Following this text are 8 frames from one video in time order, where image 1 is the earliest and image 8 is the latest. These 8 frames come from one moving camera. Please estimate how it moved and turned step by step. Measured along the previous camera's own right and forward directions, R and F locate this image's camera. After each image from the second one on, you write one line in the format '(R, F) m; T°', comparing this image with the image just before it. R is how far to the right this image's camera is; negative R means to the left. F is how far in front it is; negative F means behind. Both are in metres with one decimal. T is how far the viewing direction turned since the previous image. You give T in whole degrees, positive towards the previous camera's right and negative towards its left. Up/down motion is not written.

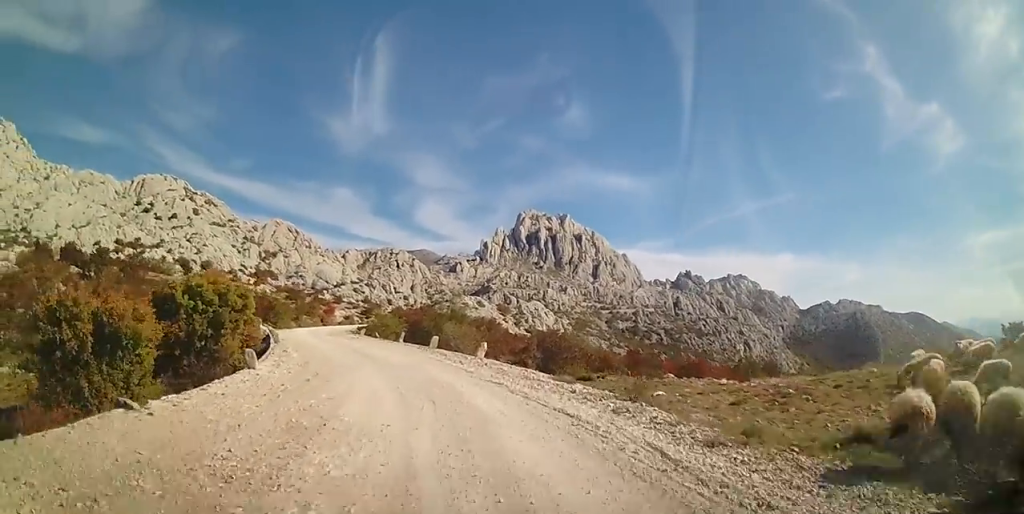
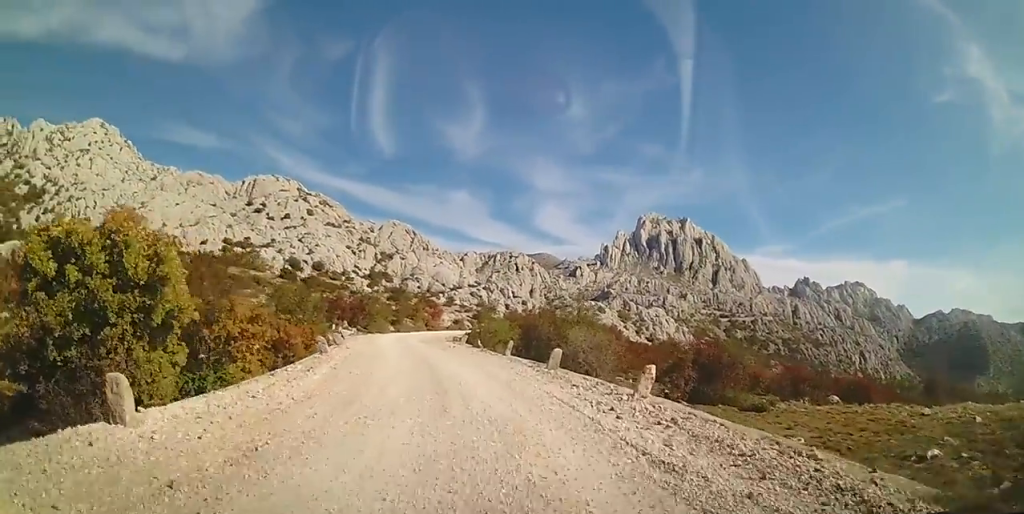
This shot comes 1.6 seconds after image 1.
(-0.6, +8.8) m; -11°
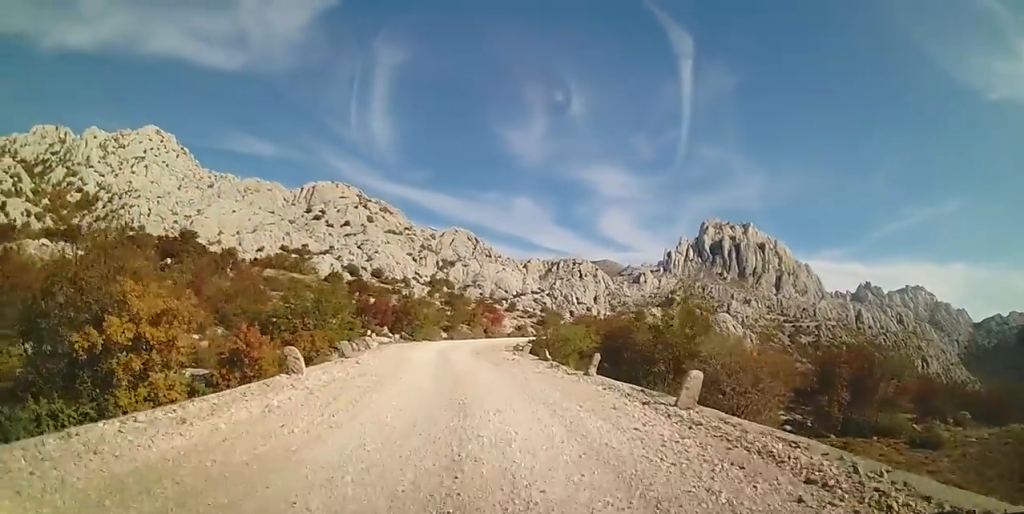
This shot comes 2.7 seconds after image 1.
(-0.6, +7.5) m; -9°
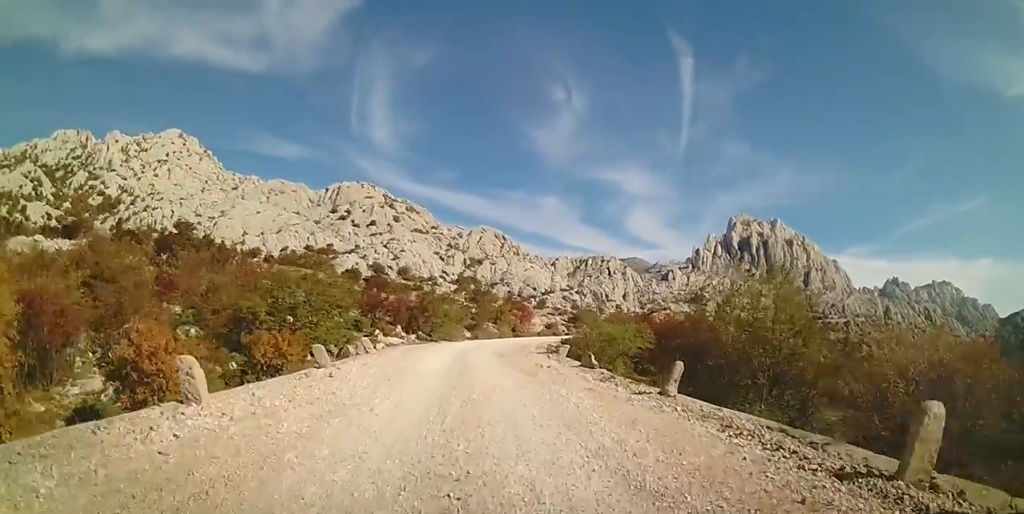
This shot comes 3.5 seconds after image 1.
(-0.3, +5.4) m; -4°
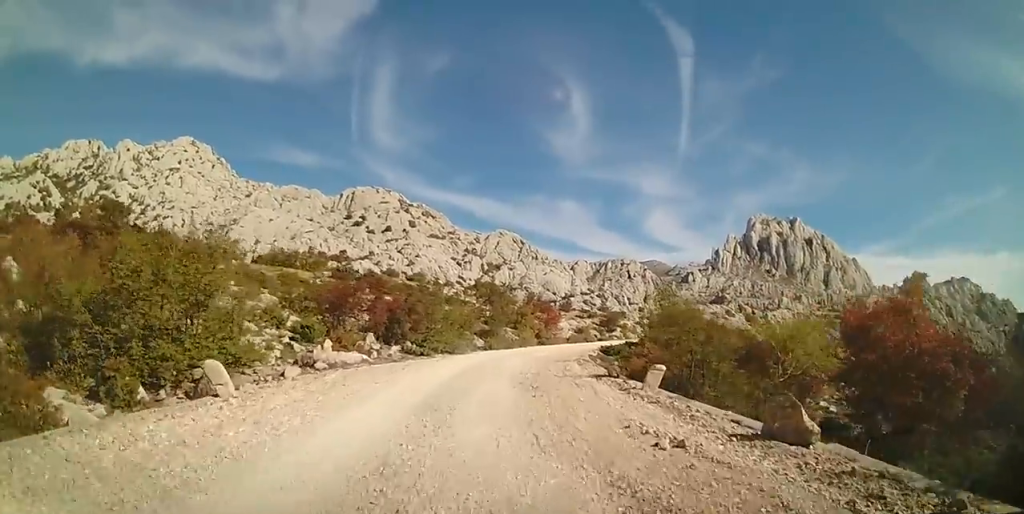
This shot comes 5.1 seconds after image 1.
(-0.4, +12.3) m; 0°
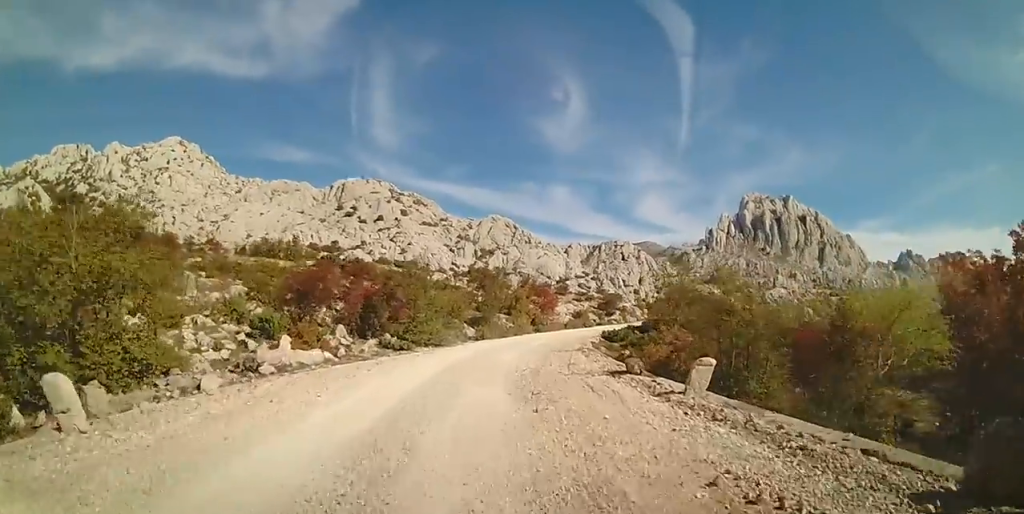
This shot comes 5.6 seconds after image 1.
(+0.1, +3.4) m; +1°
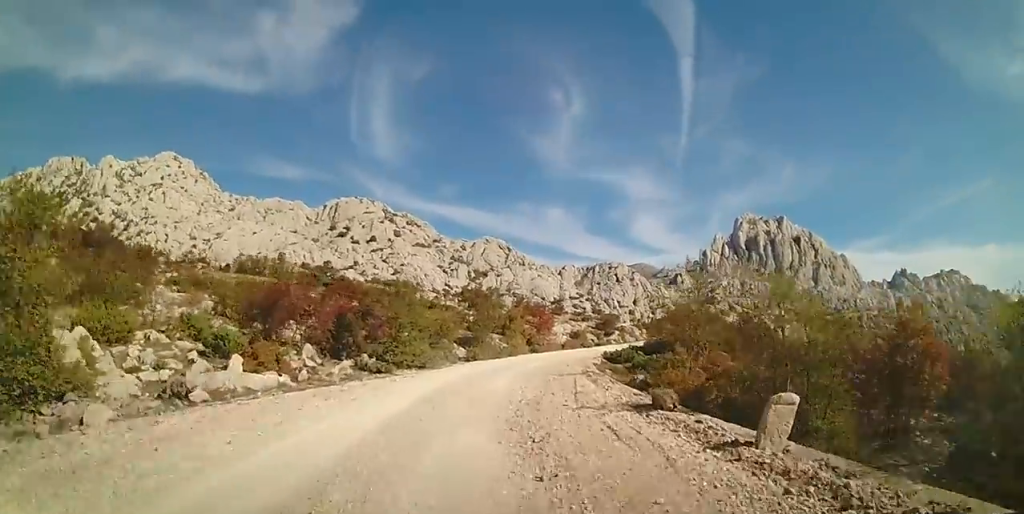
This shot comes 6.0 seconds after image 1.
(0.0, +2.9) m; +1°
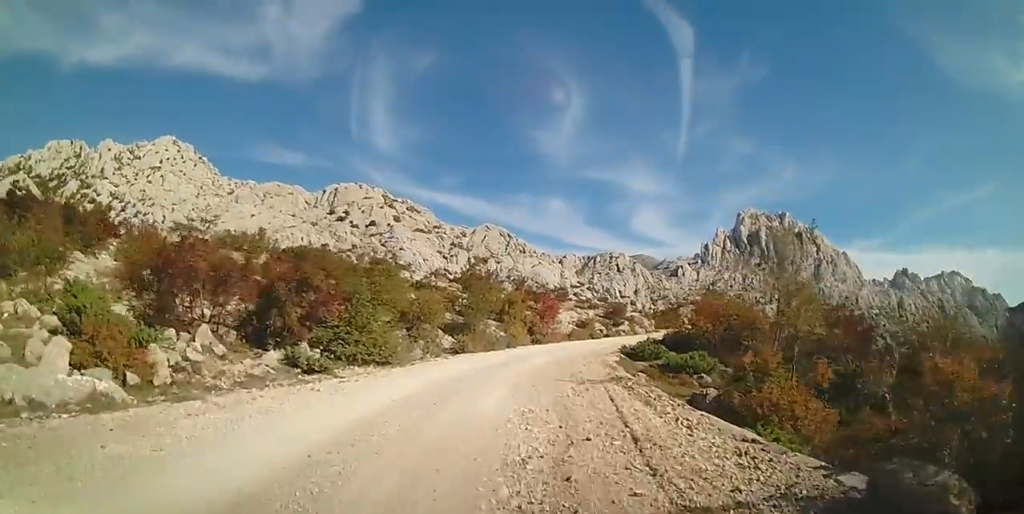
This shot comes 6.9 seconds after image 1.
(0.0, +6.4) m; +1°
